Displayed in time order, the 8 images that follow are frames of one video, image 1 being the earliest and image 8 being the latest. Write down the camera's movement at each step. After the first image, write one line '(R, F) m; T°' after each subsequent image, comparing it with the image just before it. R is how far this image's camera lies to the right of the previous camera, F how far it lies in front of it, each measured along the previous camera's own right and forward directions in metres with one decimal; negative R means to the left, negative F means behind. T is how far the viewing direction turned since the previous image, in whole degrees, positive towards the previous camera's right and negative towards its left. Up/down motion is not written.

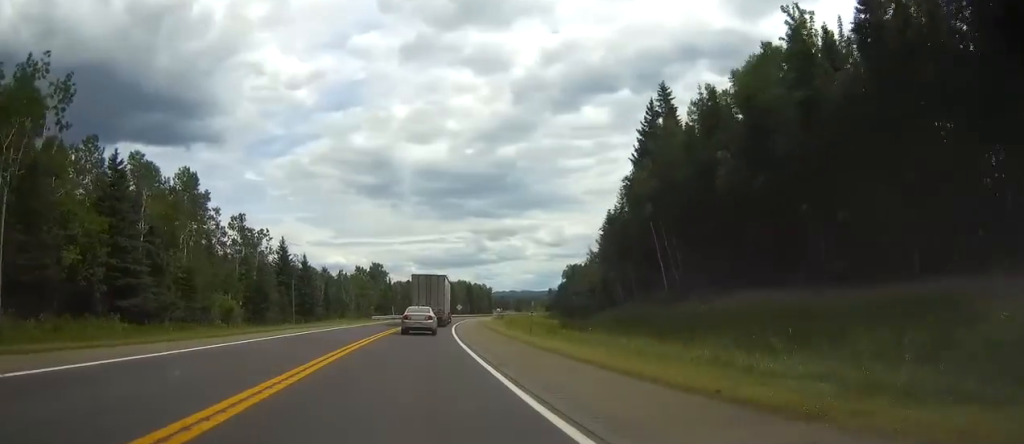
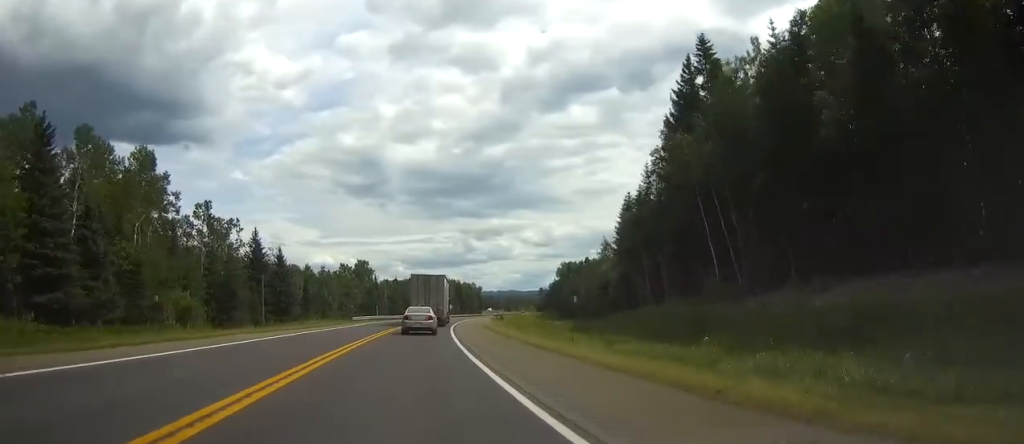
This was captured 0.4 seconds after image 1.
(0.0, +12.0) m; 0°
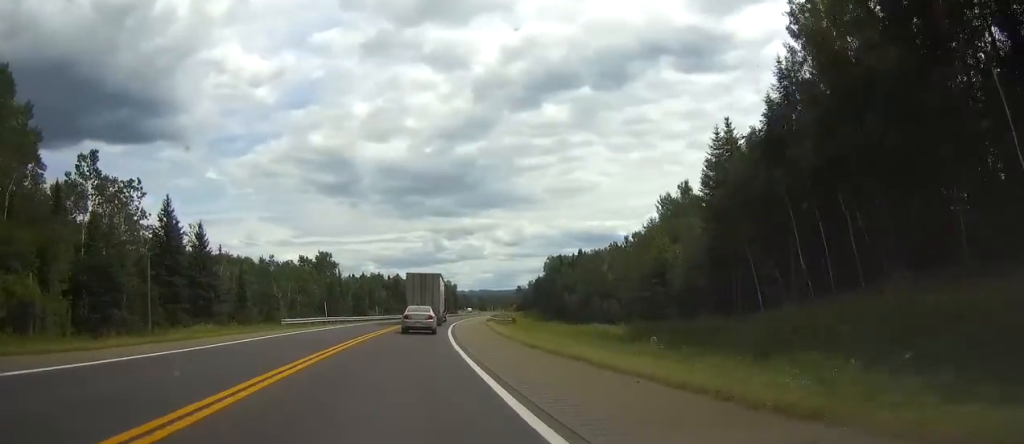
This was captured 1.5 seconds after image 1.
(0.0, +28.8) m; 0°
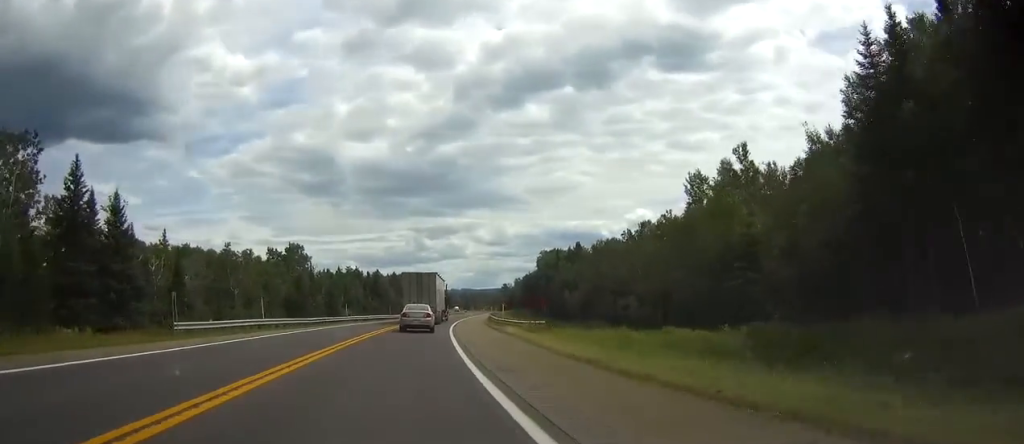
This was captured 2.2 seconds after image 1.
(0.0, +19.5) m; 0°
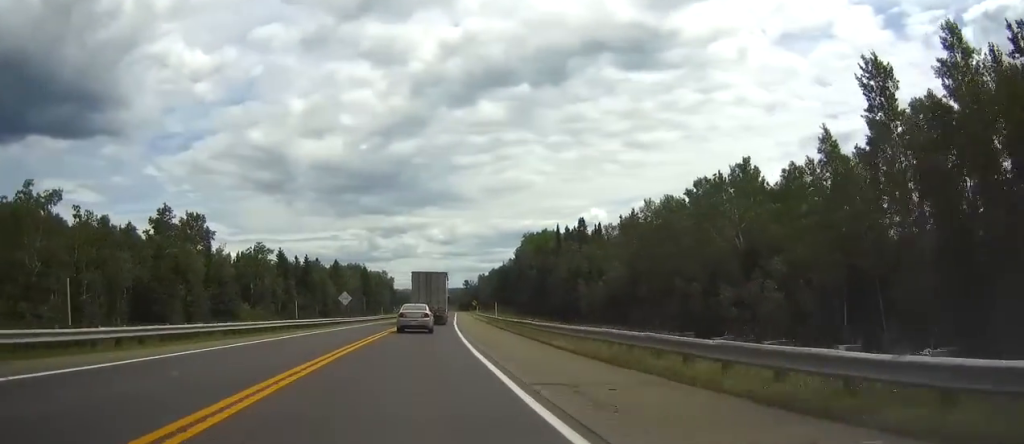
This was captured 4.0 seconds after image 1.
(0.0, +50.2) m; 0°
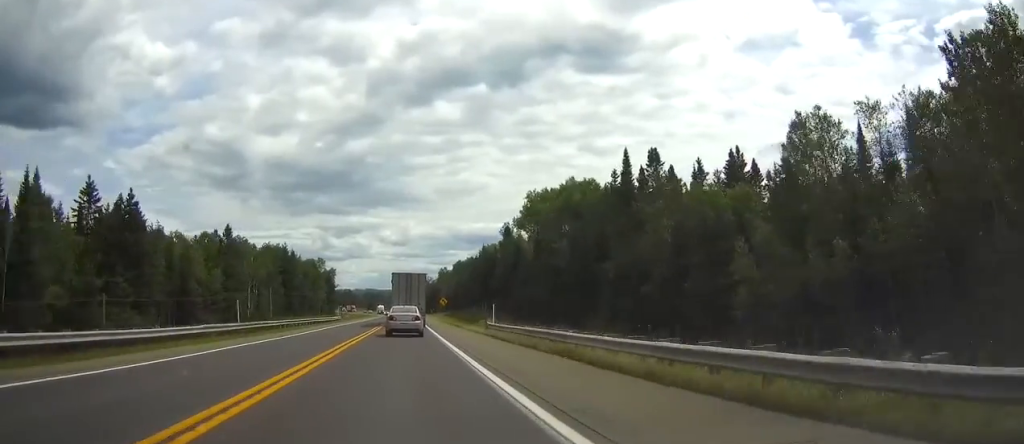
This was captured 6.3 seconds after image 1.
(0.0, +65.8) m; 0°
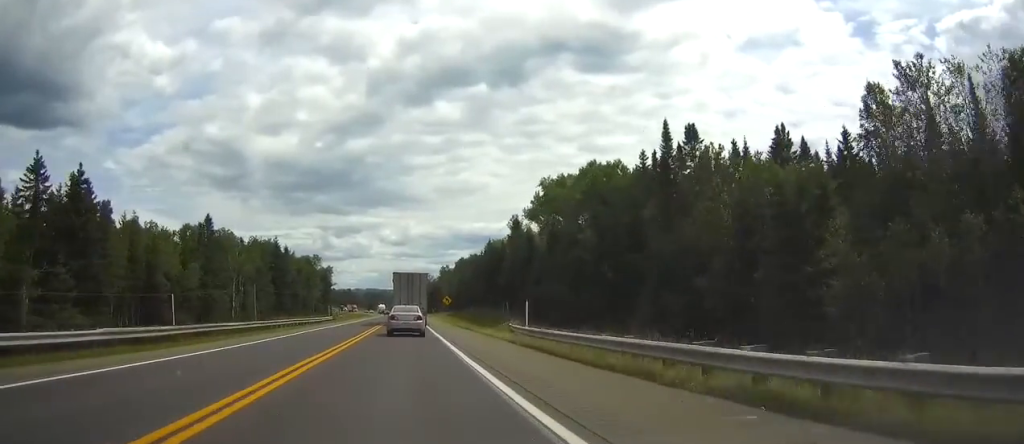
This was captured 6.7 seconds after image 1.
(0.0, +11.1) m; 0°
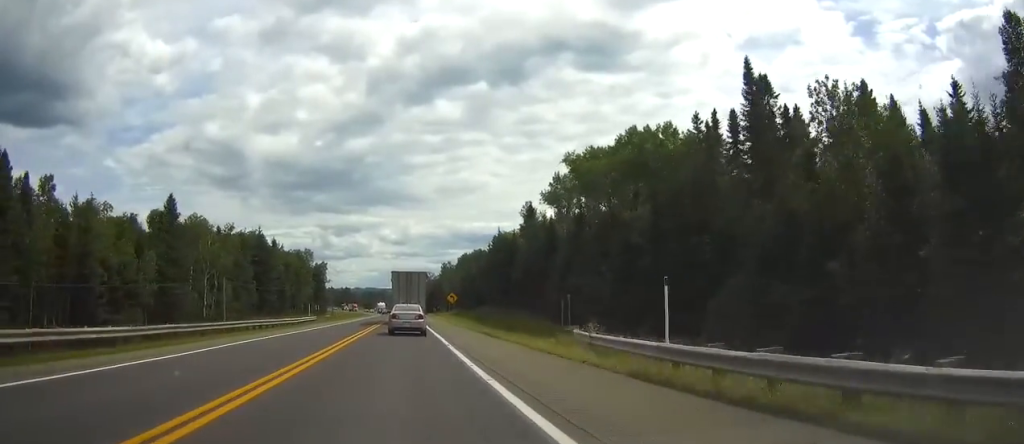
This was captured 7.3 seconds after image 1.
(0.0, +15.6) m; 0°
